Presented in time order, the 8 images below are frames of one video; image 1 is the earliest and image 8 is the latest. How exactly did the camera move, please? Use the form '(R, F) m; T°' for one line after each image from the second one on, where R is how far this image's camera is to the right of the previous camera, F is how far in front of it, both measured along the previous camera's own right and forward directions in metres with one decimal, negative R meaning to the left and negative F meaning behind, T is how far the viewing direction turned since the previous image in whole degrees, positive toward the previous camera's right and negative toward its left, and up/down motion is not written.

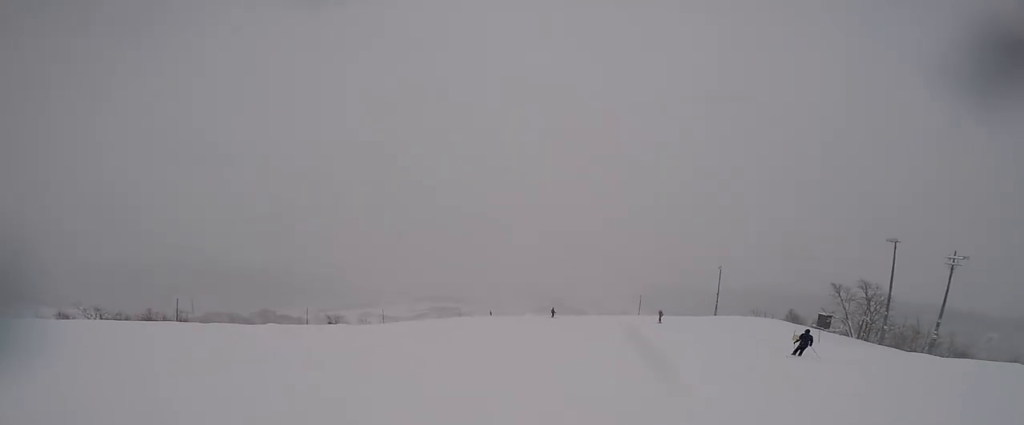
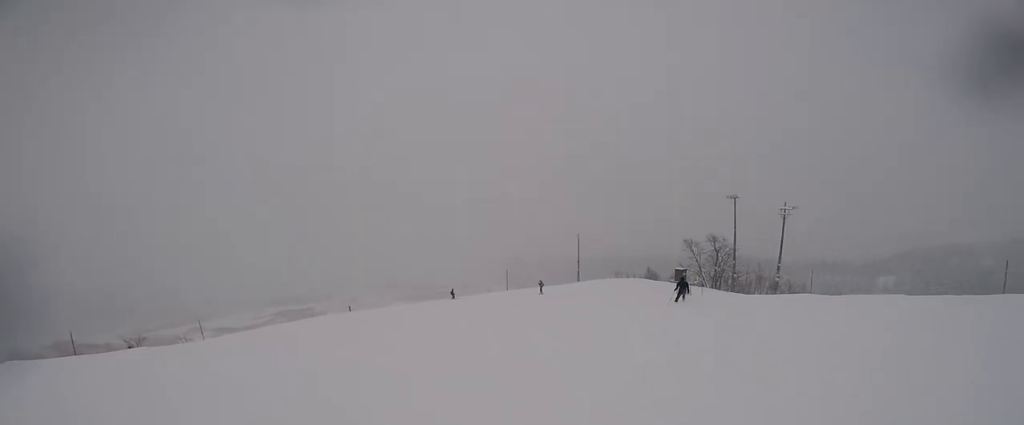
(+0.4, +5.2) m; +5°
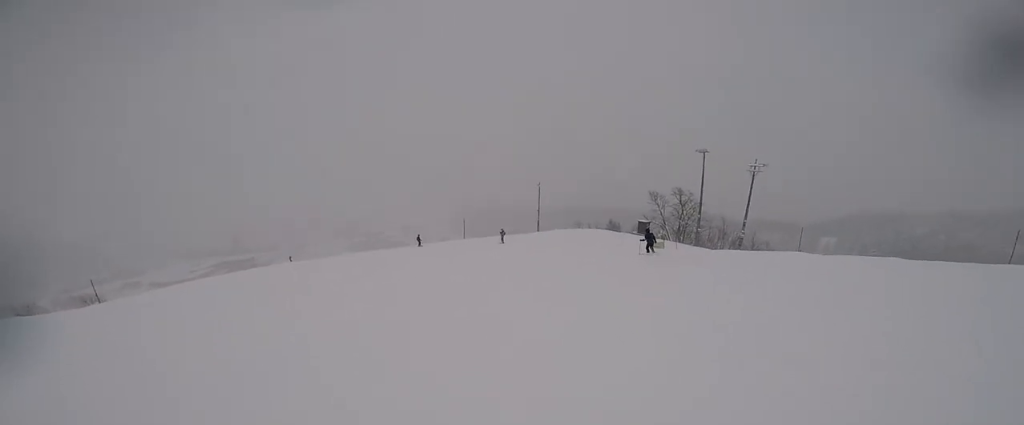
(+0.4, +3.3) m; -3°
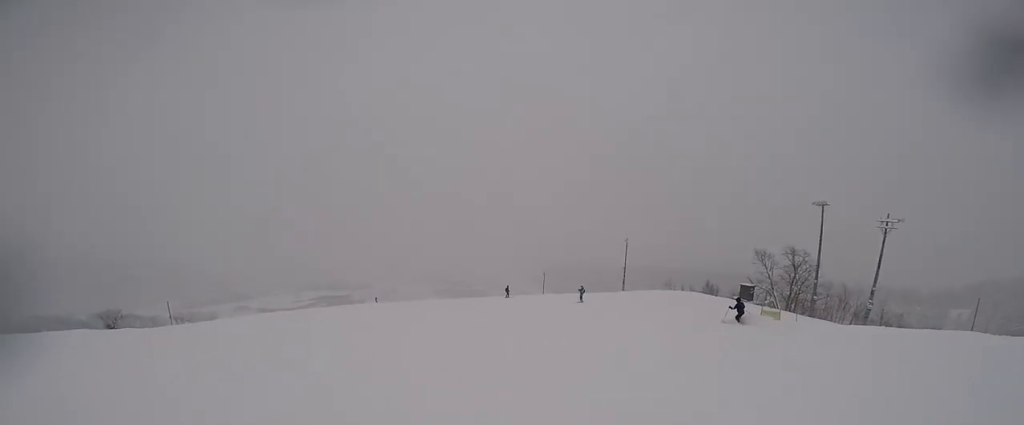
(-0.5, +3.2) m; -4°
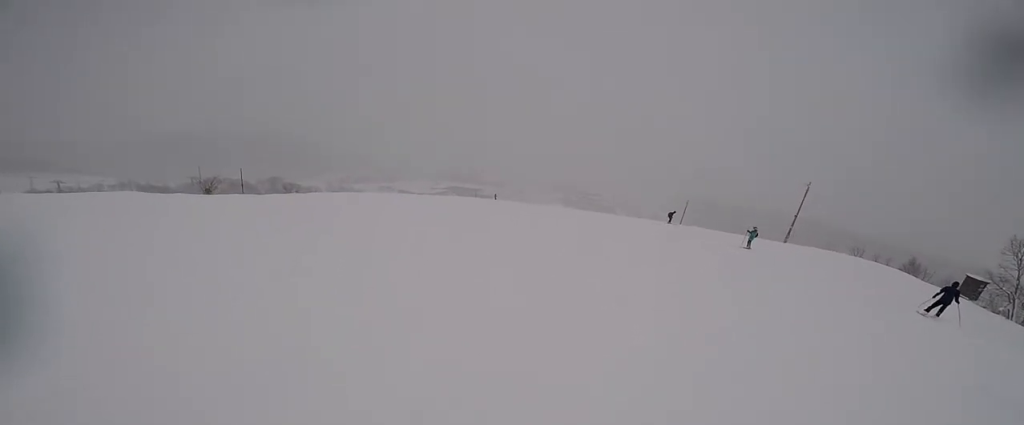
(-0.2, +7.1) m; +8°
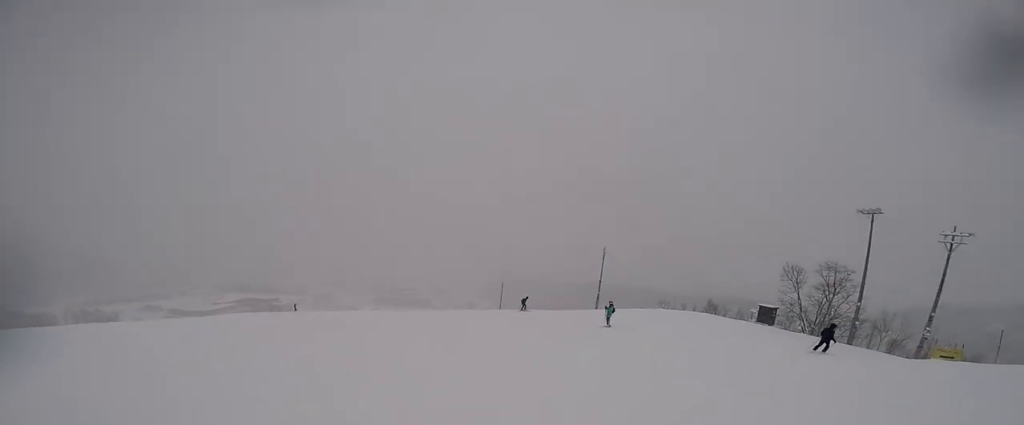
(+0.9, +5.5) m; +16°
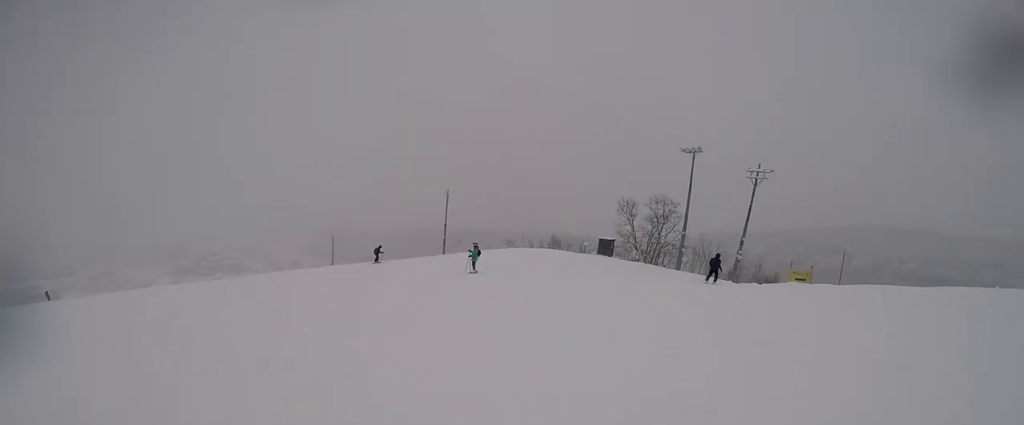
(0.0, +3.2) m; +12°
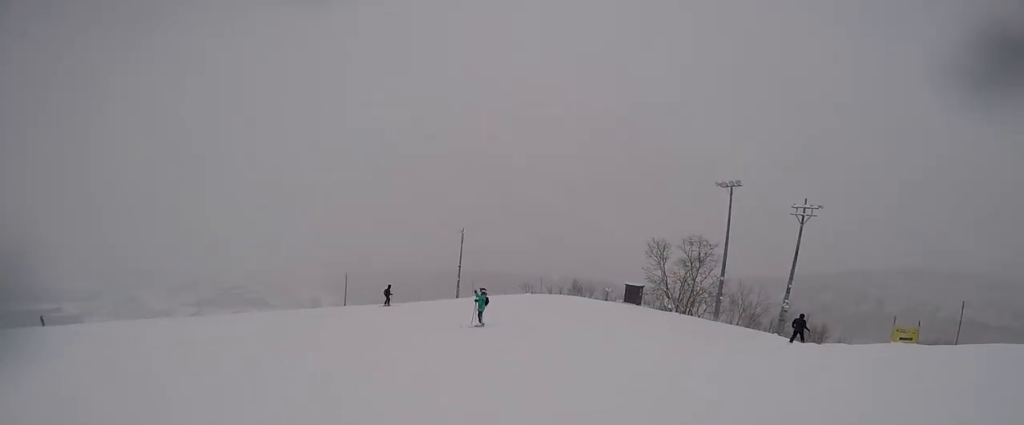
(+0.9, +3.5) m; -3°
